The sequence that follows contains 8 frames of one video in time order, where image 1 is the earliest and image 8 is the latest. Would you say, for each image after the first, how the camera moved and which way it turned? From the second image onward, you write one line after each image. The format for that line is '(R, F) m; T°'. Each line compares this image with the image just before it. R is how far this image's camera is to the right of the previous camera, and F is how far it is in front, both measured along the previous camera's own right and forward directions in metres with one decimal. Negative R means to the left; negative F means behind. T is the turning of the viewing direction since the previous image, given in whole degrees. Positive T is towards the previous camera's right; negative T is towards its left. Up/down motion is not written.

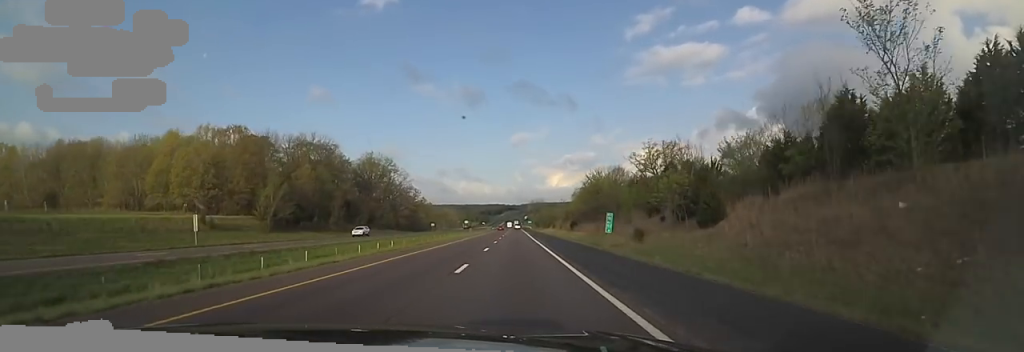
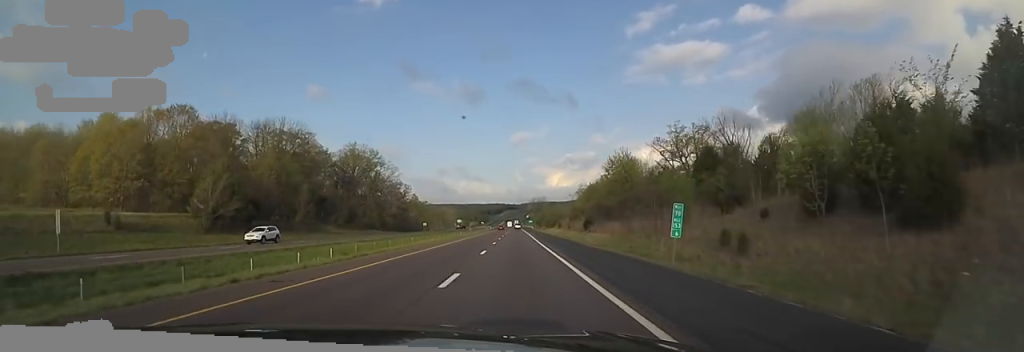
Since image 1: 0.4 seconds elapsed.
(-0.5, +15.6) m; 0°
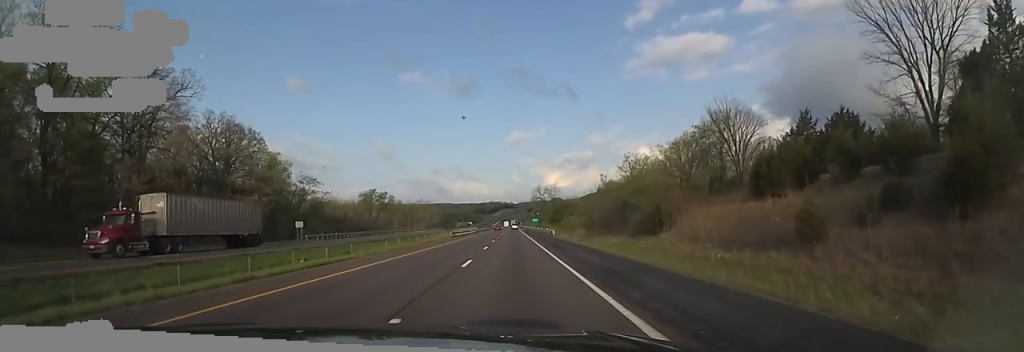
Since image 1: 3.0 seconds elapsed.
(+2.0, +92.4) m; 0°
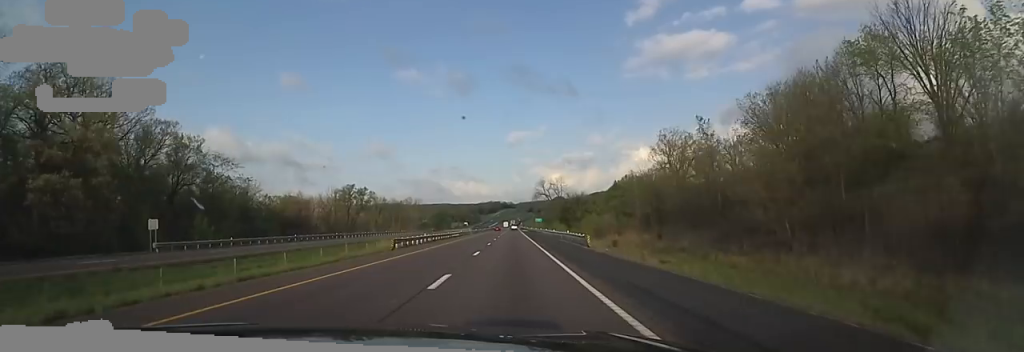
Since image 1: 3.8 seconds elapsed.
(+0.2, +29.9) m; +1°
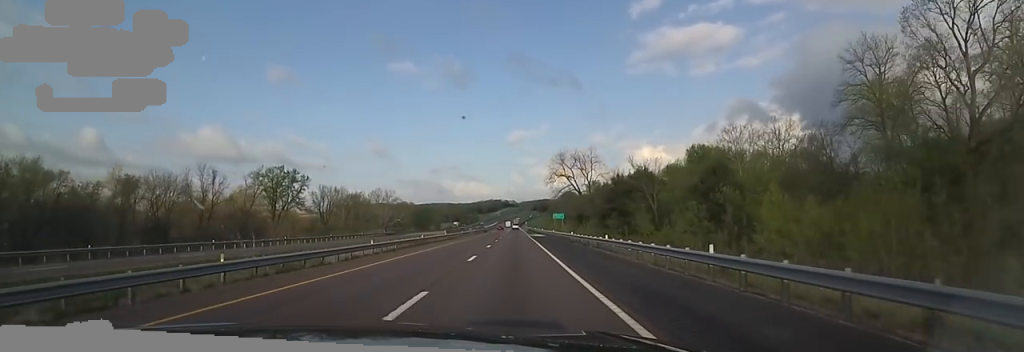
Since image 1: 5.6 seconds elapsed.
(+0.6, +64.6) m; -1°
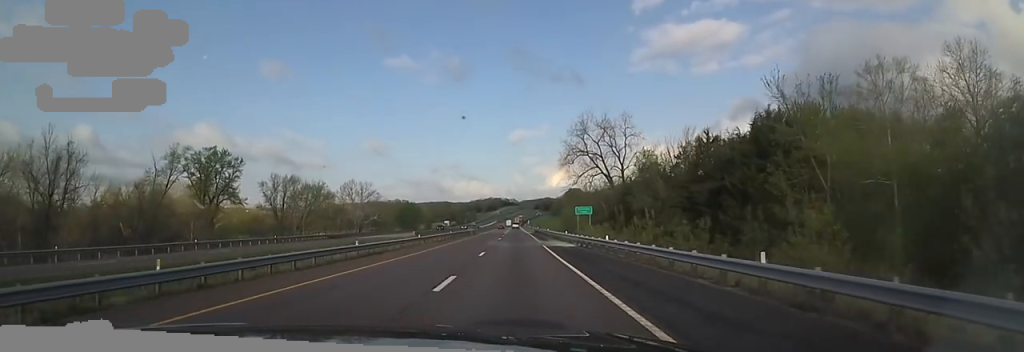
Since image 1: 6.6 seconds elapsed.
(-0.6, +33.6) m; +1°
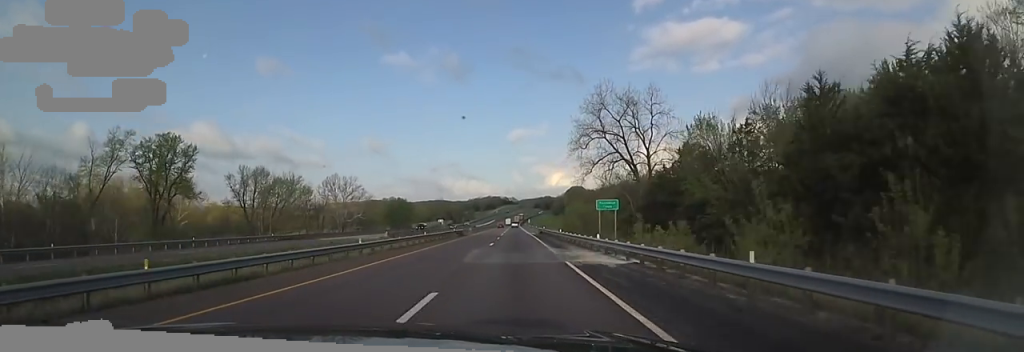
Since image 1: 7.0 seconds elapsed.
(+0.5, +15.6) m; +1°
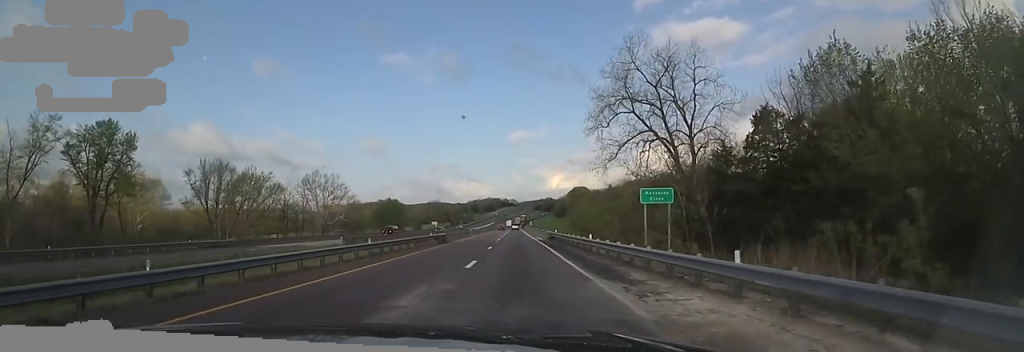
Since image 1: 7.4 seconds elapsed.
(+0.3, +15.6) m; +1°
